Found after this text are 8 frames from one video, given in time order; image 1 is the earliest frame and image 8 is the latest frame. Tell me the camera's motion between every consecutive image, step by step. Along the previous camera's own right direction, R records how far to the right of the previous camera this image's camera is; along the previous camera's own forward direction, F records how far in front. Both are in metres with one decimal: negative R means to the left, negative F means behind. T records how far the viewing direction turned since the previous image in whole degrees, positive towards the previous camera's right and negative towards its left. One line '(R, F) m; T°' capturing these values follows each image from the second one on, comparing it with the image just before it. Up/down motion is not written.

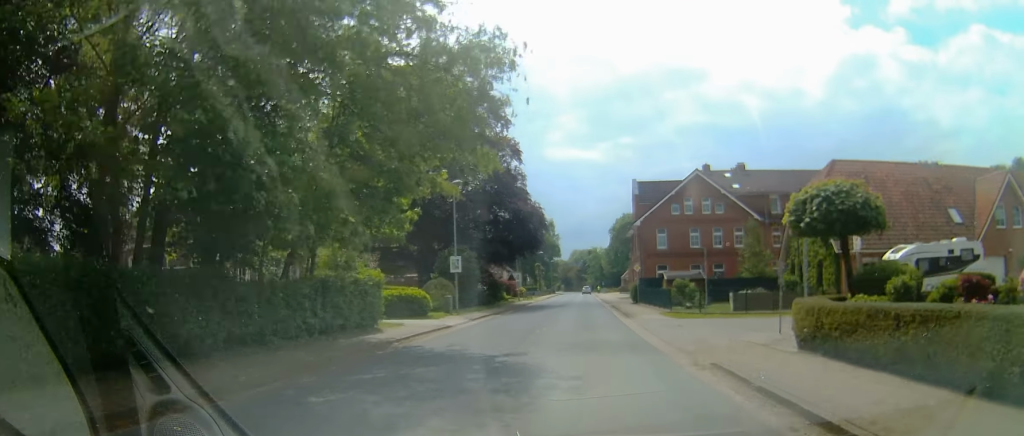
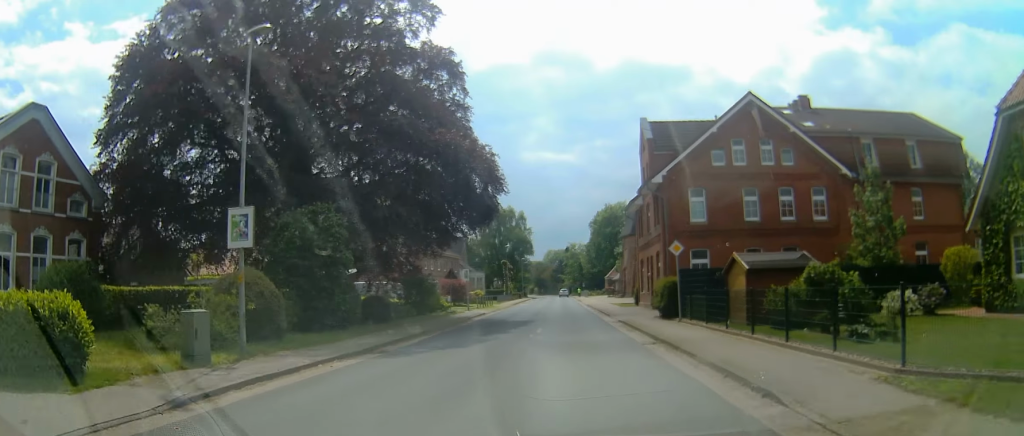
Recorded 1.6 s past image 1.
(+1.0, +23.9) m; +5°
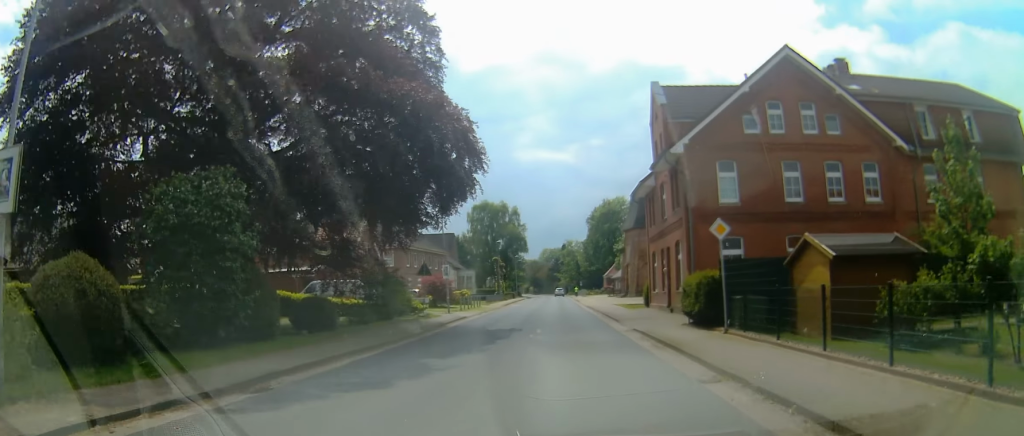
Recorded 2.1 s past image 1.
(+0.1, +7.3) m; +1°
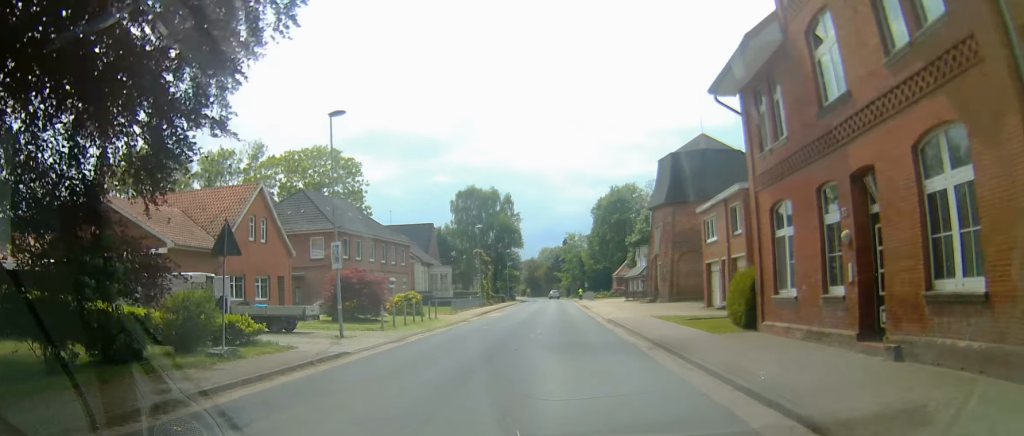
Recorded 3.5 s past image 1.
(0.0, +21.4) m; +2°
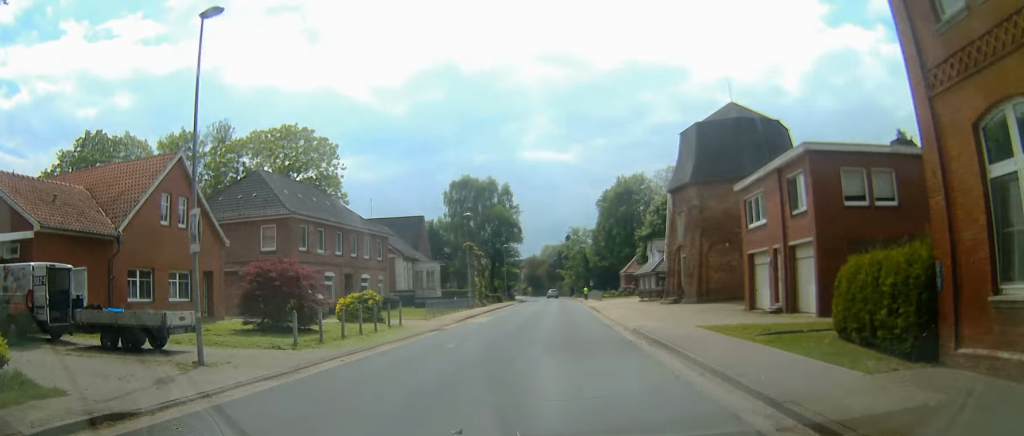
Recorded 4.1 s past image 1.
(+0.2, +9.2) m; +1°
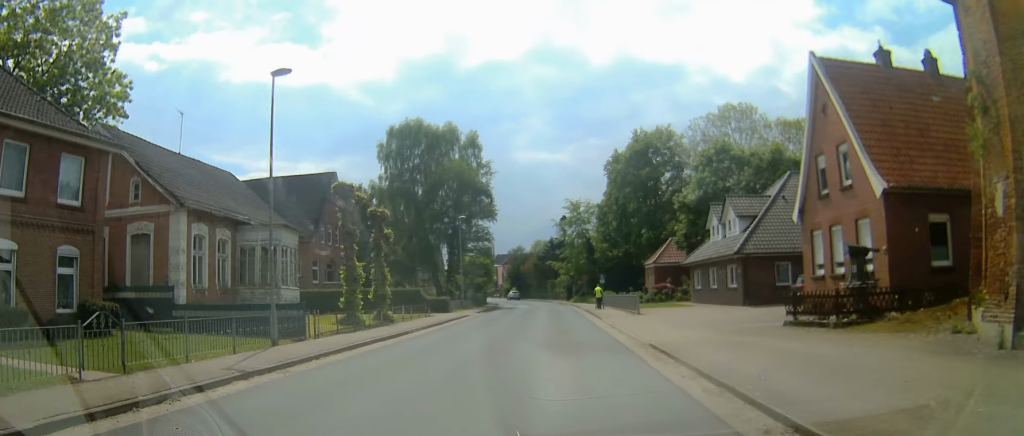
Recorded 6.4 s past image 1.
(0.0, +36.3) m; -2°
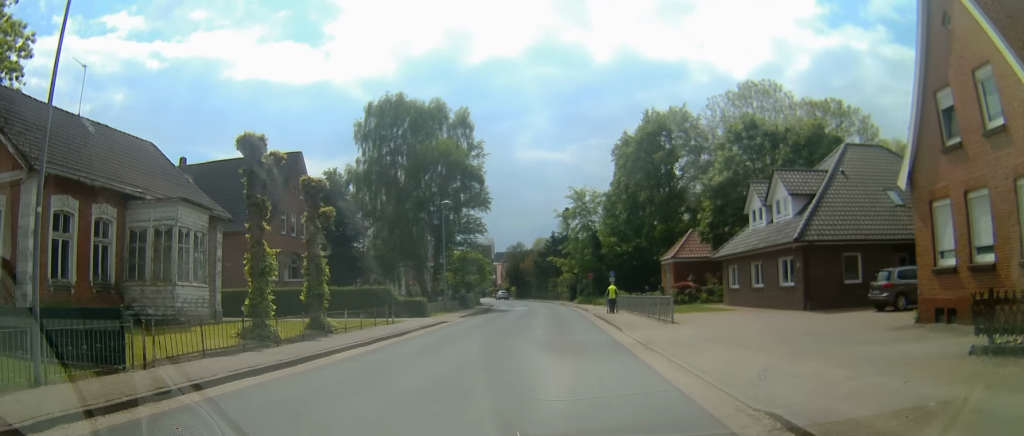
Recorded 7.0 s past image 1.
(0.0, +9.2) m; -1°
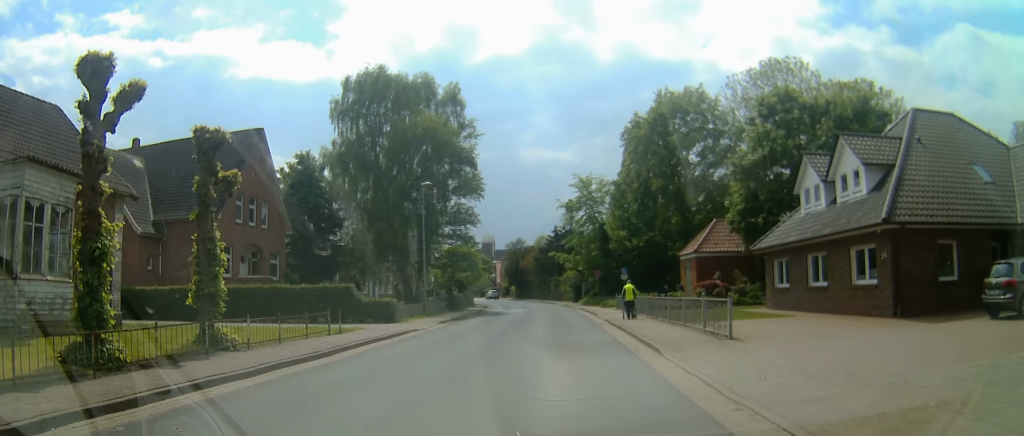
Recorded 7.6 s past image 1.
(-0.4, +7.9) m; 0°
